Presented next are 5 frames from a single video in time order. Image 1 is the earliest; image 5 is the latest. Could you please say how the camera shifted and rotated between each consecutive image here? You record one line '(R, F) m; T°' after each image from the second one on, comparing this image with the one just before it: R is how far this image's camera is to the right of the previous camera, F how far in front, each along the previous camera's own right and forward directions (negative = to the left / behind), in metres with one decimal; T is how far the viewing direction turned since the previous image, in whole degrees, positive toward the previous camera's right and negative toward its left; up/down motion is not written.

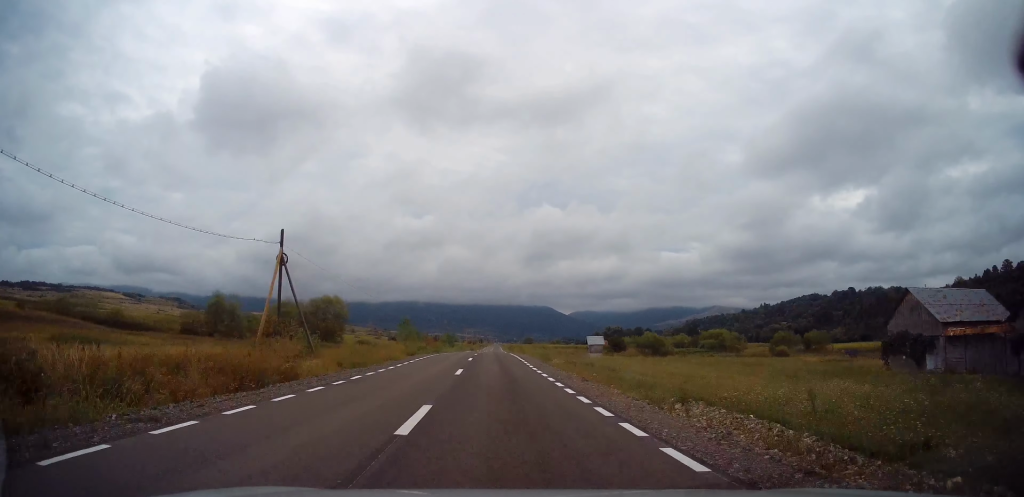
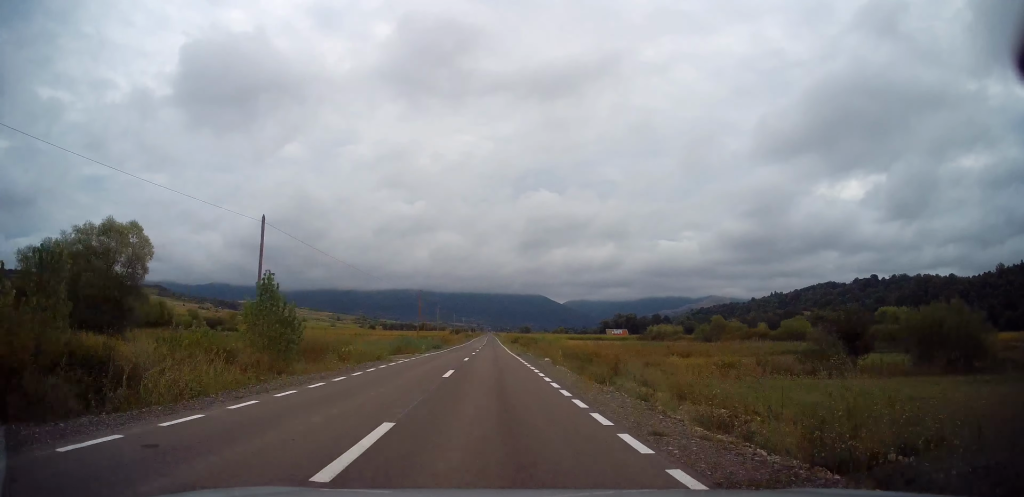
(+0.1, +71.4) m; 0°
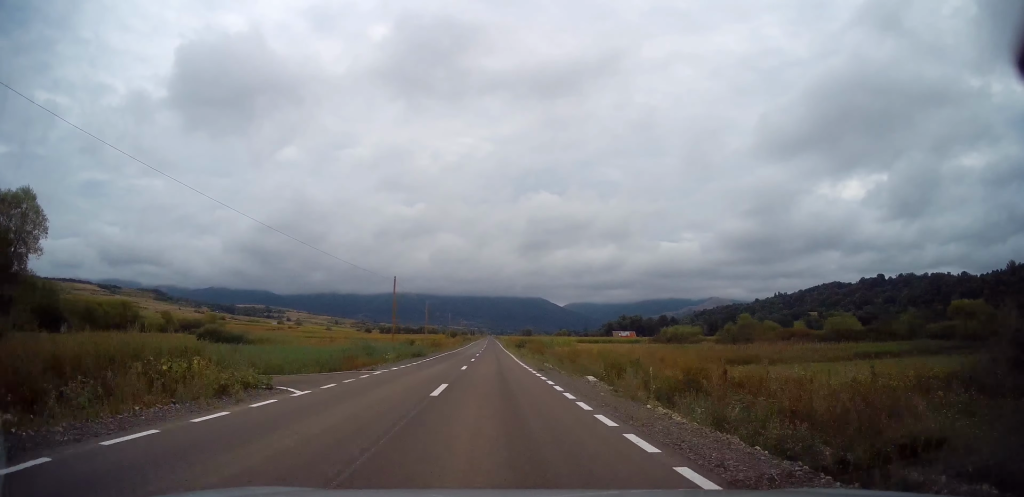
(-0.2, +15.5) m; 0°
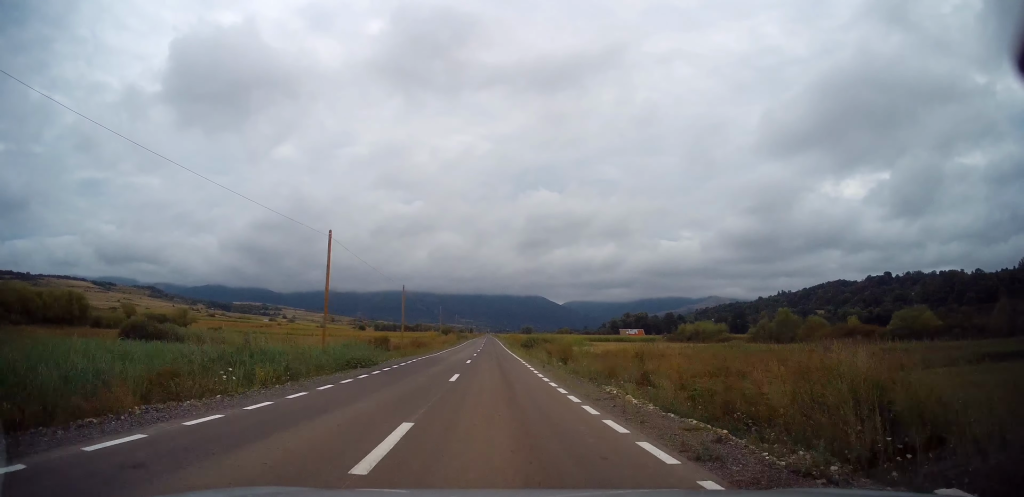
(+0.1, +18.2) m; 0°
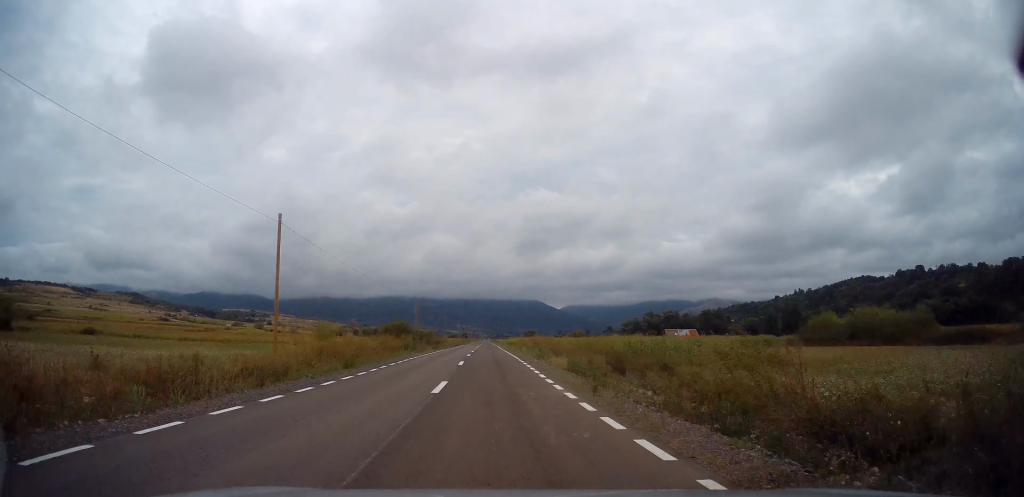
(-0.1, +73.0) m; 0°
